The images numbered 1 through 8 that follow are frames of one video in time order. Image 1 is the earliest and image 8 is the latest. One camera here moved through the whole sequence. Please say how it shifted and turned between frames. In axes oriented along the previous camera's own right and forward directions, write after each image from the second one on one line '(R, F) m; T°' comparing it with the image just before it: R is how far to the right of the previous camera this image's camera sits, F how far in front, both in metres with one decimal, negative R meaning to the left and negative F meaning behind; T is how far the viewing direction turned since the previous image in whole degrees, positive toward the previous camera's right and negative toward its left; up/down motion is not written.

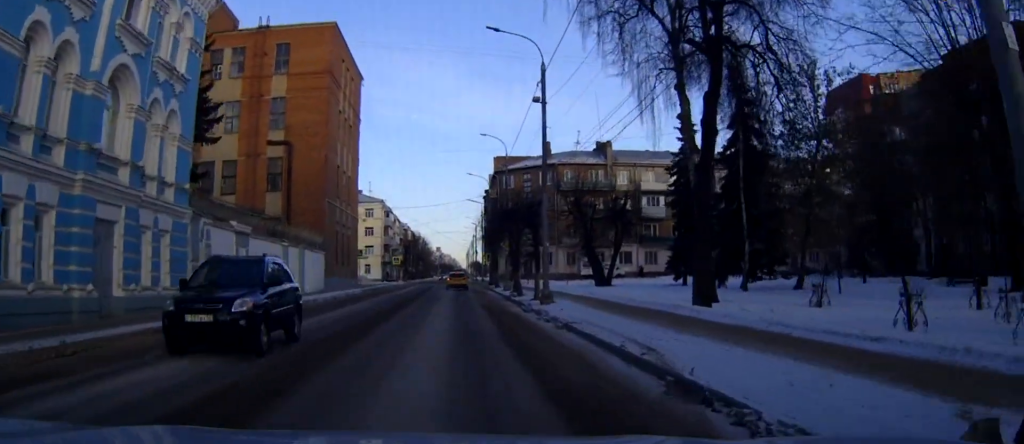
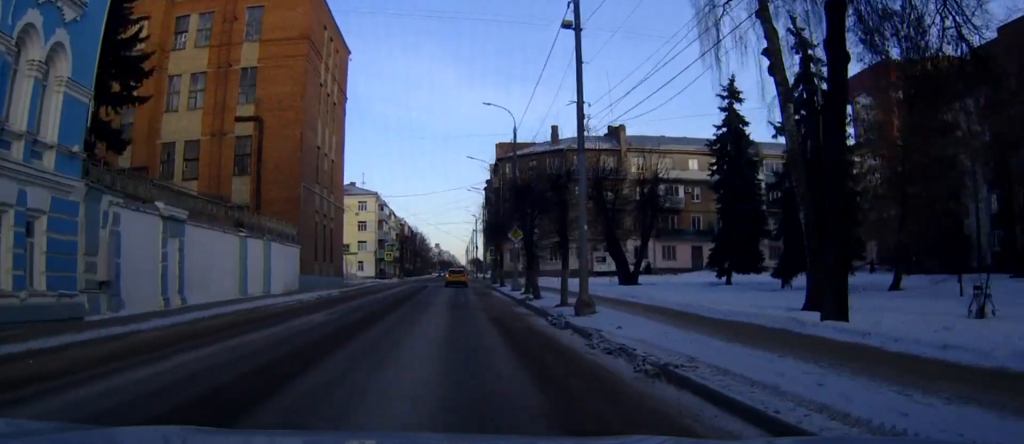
(-0.4, +8.3) m; -4°
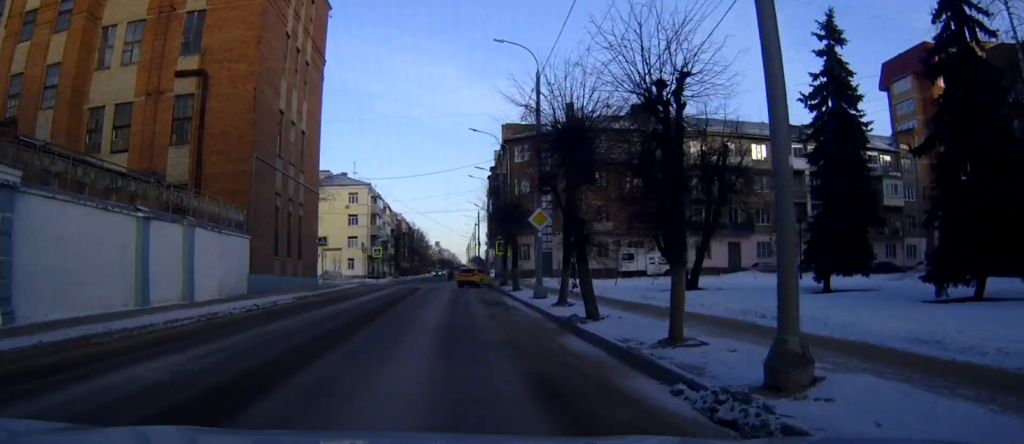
(-0.2, +12.4) m; -1°
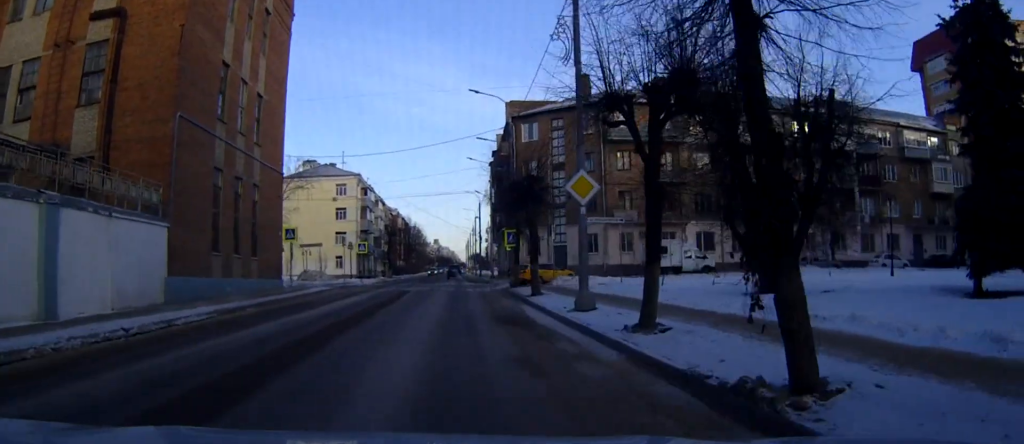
(0.0, +11.5) m; 0°
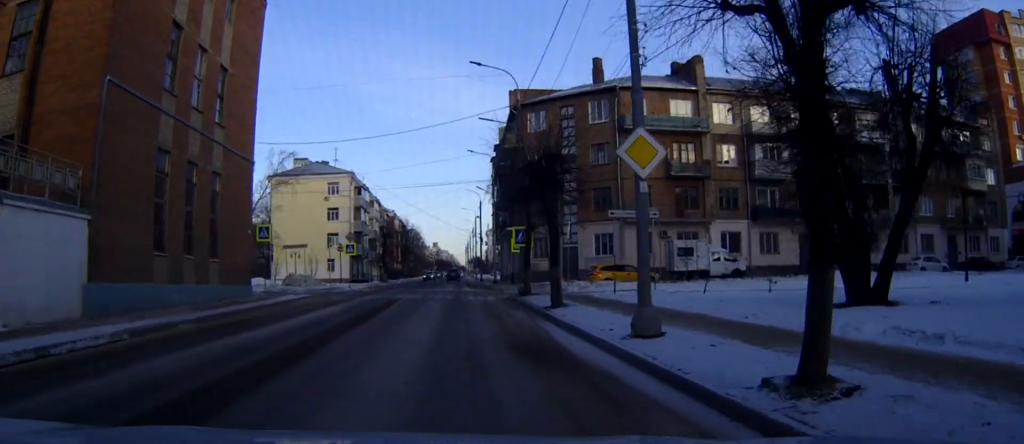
(0.0, +6.8) m; 0°
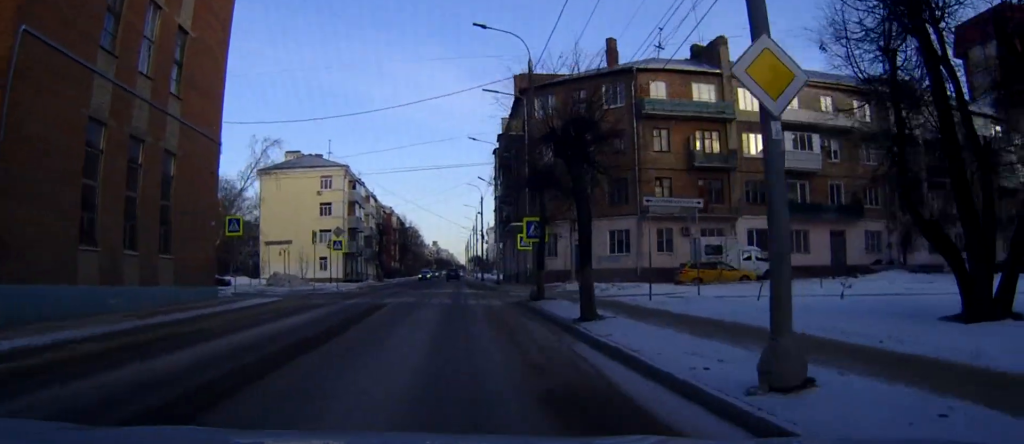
(0.0, +6.0) m; 0°
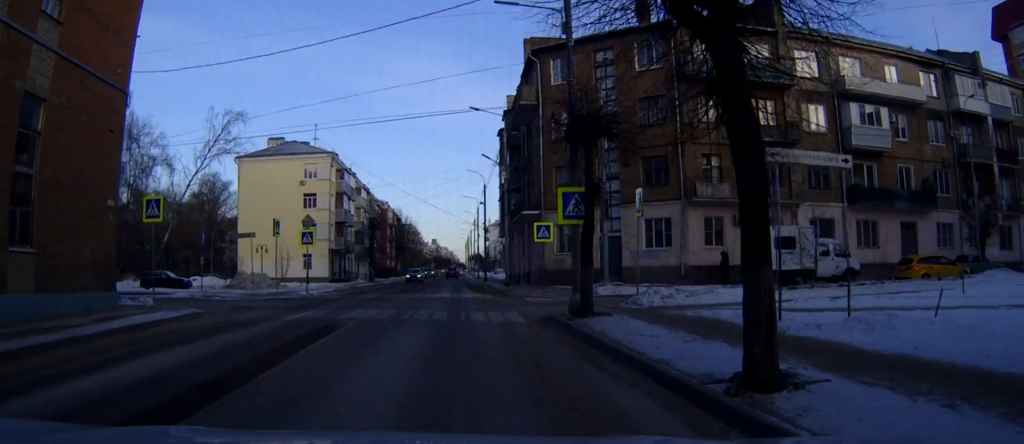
(0.0, +10.4) m; 0°
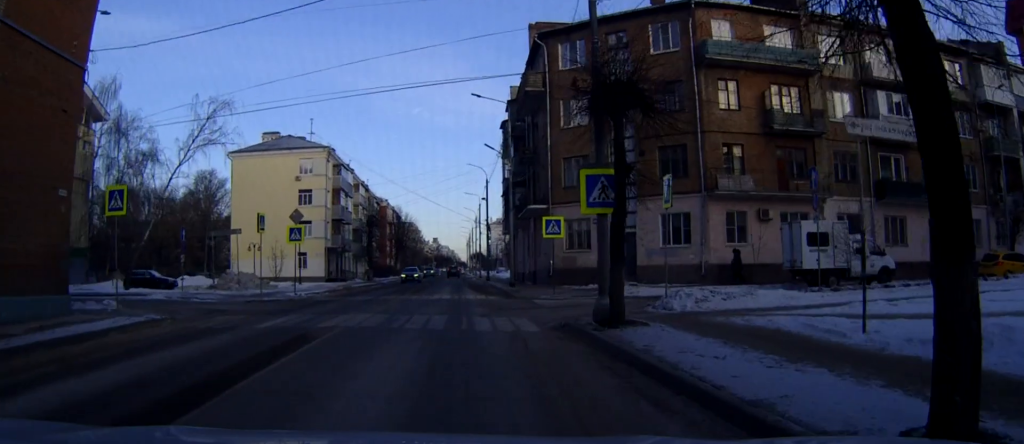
(0.0, +3.5) m; 0°
